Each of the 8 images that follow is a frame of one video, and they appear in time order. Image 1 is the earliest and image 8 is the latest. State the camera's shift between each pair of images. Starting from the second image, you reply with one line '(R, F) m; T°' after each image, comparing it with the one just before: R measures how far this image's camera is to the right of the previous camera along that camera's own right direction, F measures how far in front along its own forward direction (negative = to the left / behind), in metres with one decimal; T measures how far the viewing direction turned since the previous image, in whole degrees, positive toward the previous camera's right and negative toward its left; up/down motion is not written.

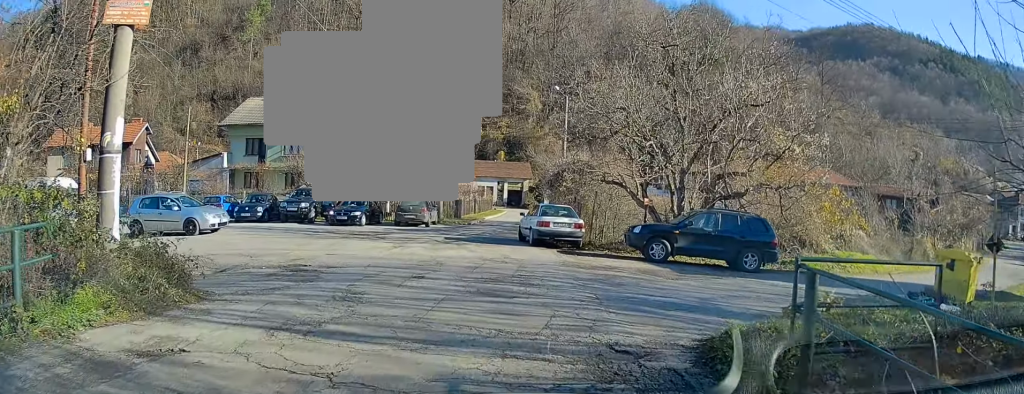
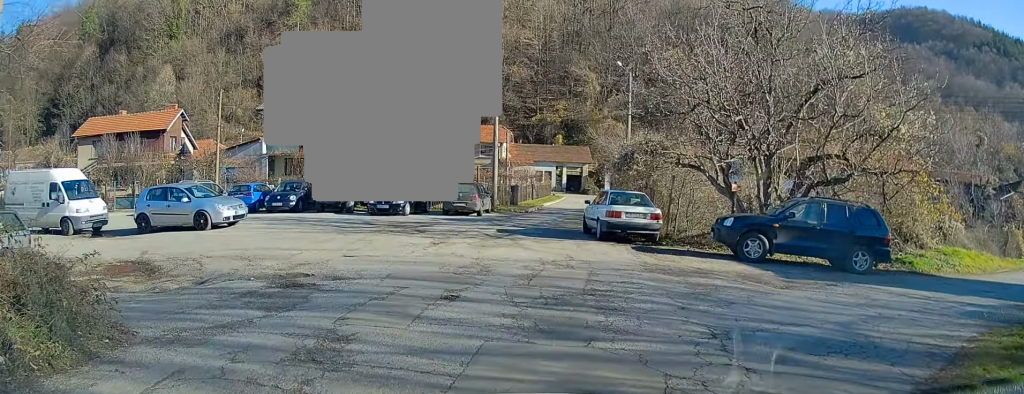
(0.0, +3.3) m; -4°
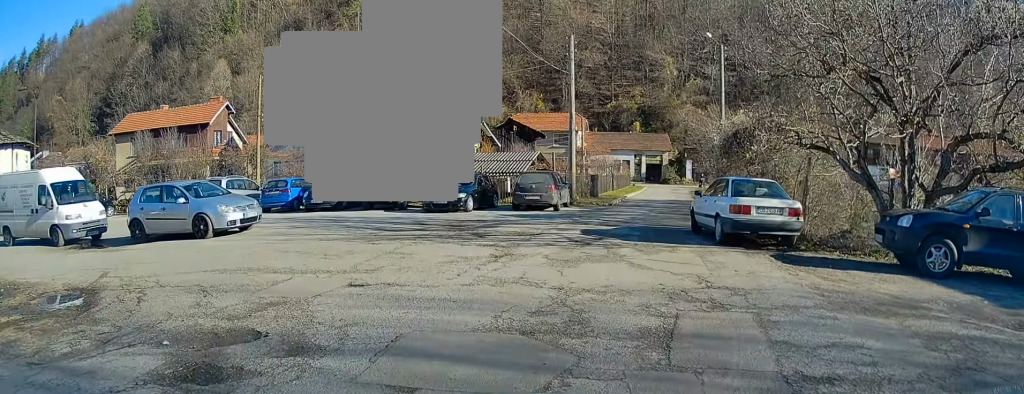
(-0.4, +4.7) m; -5°
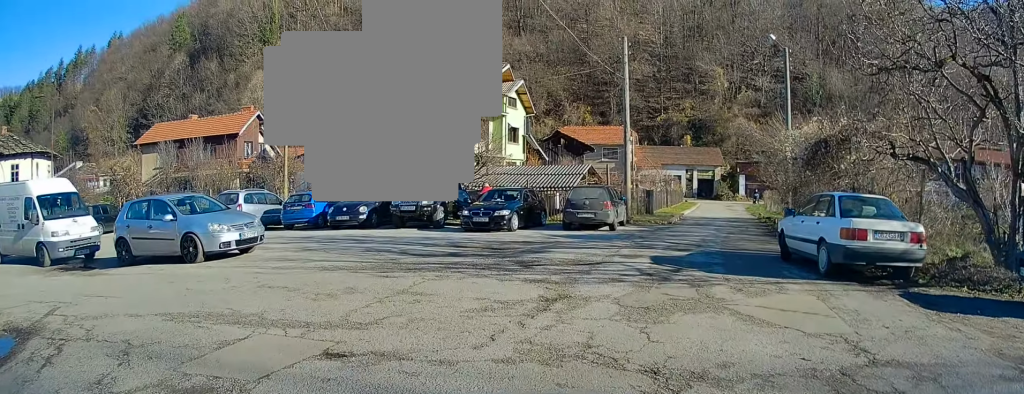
(0.0, +3.0) m; -3°
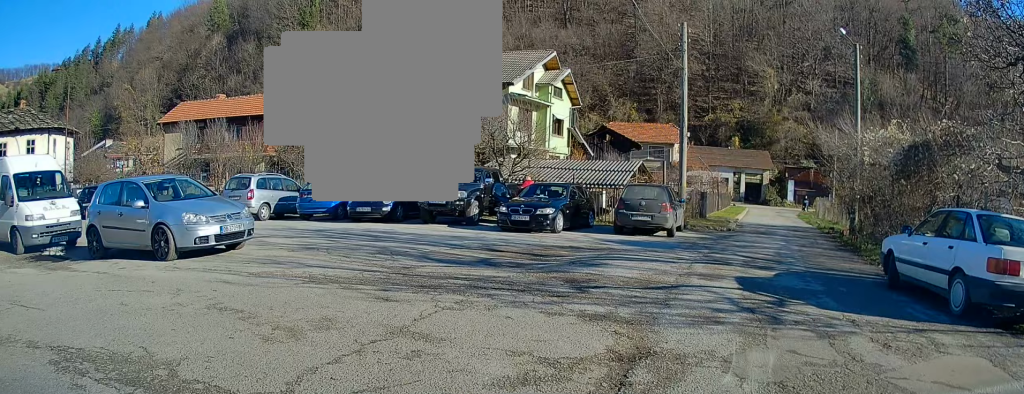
(-0.1, +2.4) m; -6°
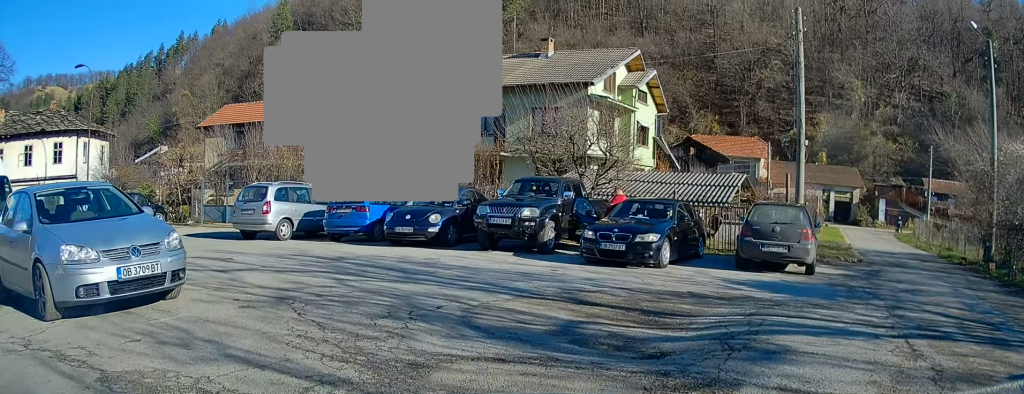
(+0.1, +4.2) m; 0°
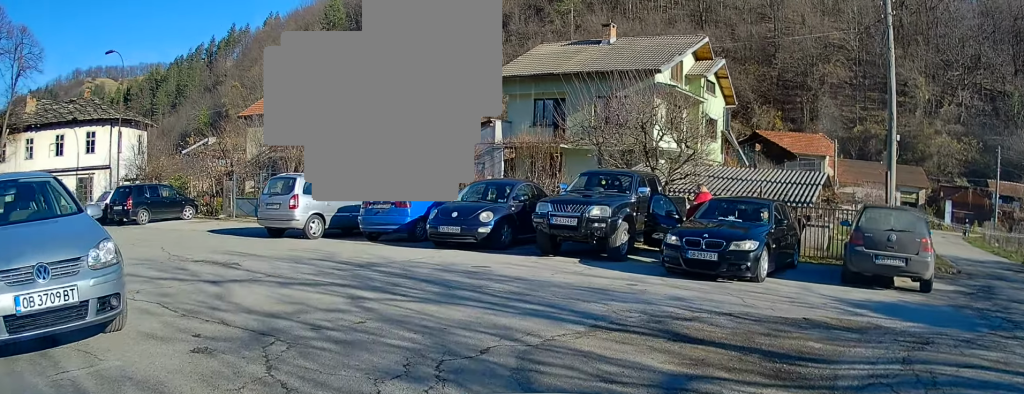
(-0.2, +2.2) m; -5°
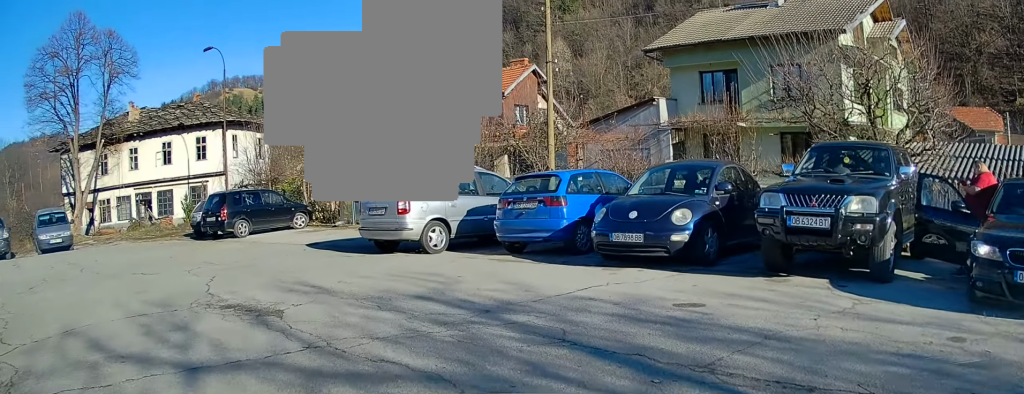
(-0.5, +4.5) m; -16°
